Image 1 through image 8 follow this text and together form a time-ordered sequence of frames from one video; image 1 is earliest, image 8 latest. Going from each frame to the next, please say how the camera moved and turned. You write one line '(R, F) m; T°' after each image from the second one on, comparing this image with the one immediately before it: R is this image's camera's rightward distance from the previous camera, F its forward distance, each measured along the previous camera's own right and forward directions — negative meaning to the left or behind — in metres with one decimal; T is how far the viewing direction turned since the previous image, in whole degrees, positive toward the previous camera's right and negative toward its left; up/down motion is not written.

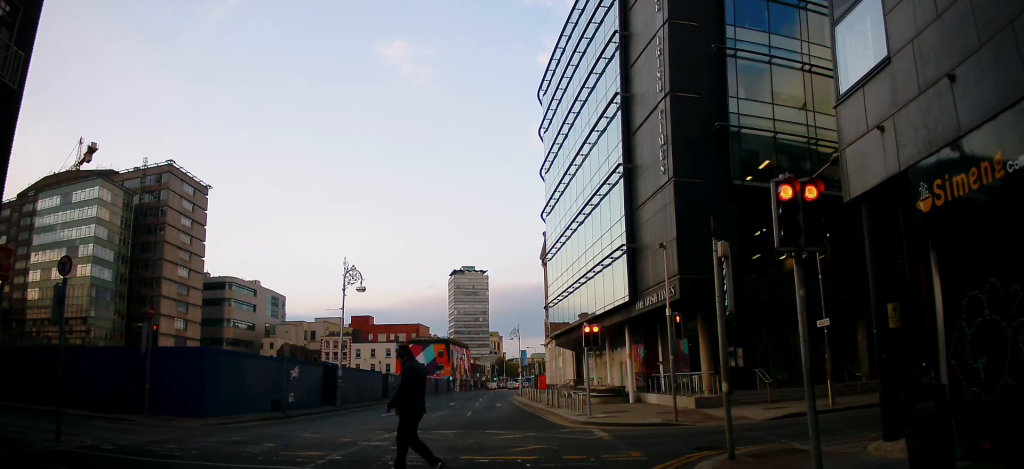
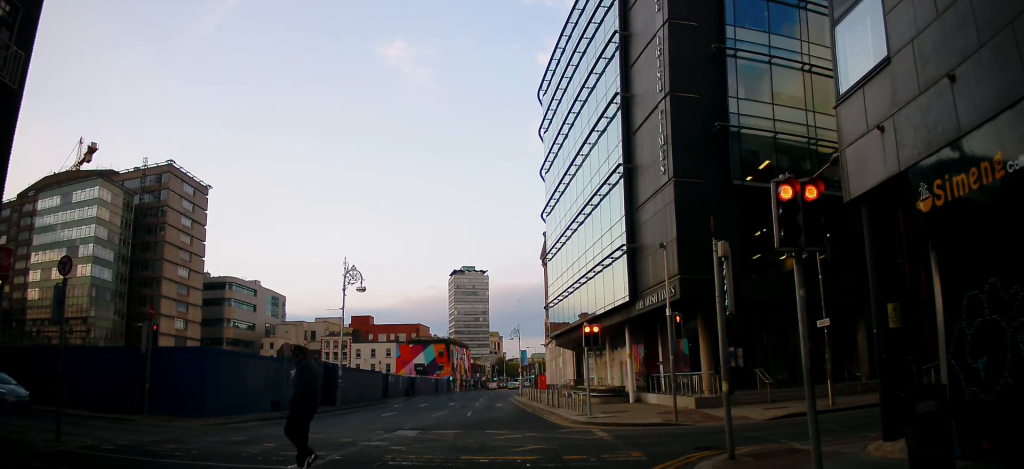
(0.0, 0.0) m; 0°
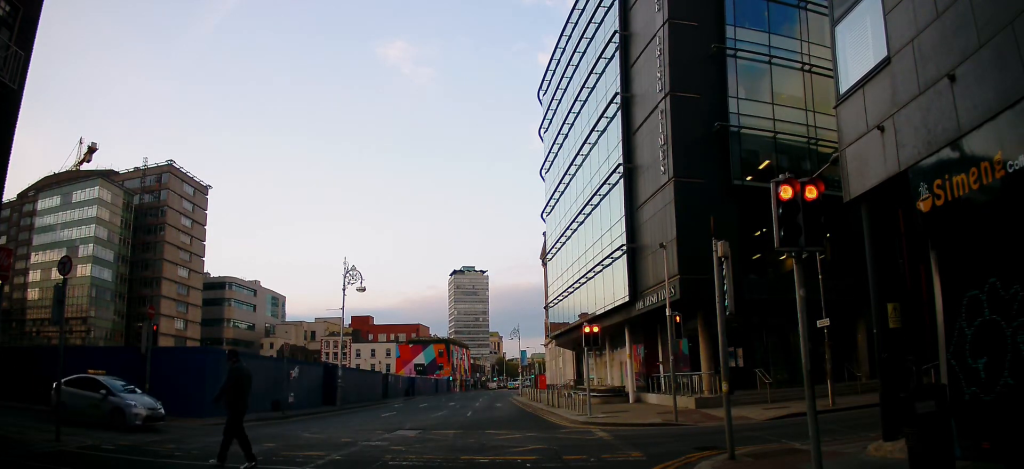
(0.0, 0.0) m; 0°
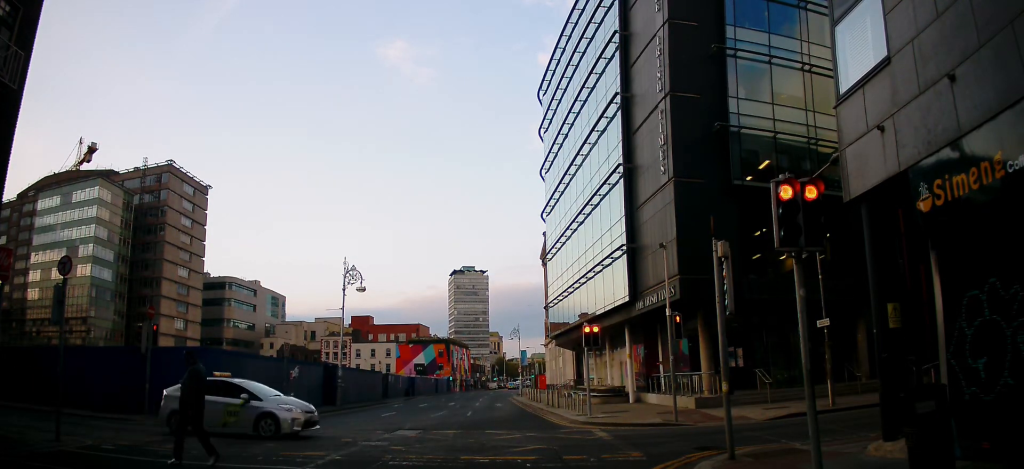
(0.0, 0.0) m; 0°
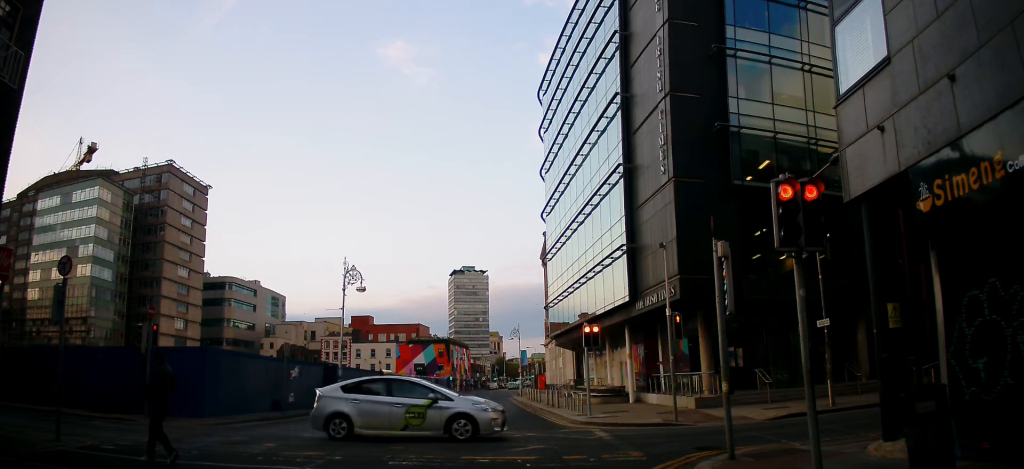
(0.0, 0.0) m; 0°
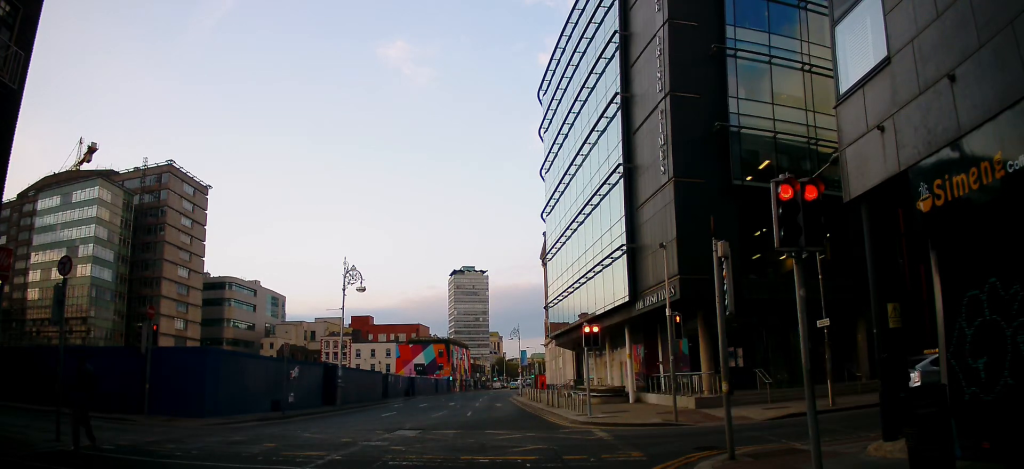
(0.0, 0.0) m; 0°
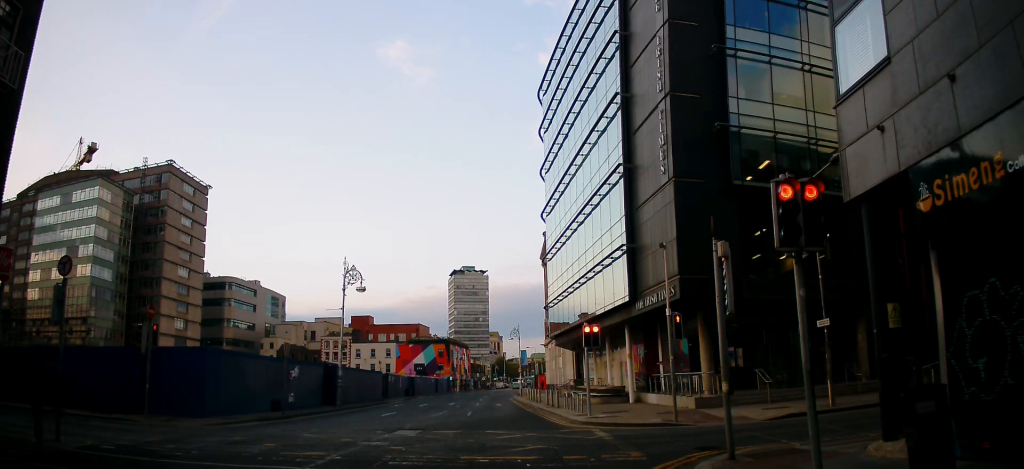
(0.0, 0.0) m; 0°
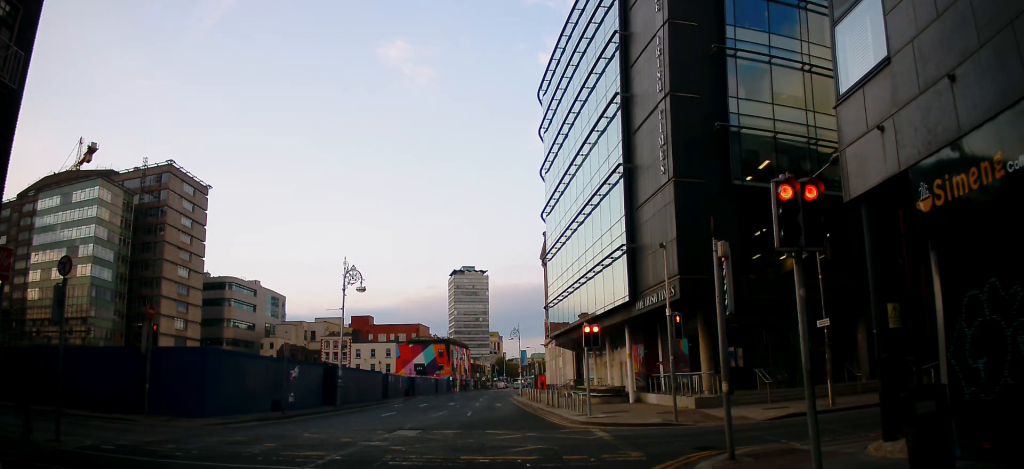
(0.0, 0.0) m; 0°
